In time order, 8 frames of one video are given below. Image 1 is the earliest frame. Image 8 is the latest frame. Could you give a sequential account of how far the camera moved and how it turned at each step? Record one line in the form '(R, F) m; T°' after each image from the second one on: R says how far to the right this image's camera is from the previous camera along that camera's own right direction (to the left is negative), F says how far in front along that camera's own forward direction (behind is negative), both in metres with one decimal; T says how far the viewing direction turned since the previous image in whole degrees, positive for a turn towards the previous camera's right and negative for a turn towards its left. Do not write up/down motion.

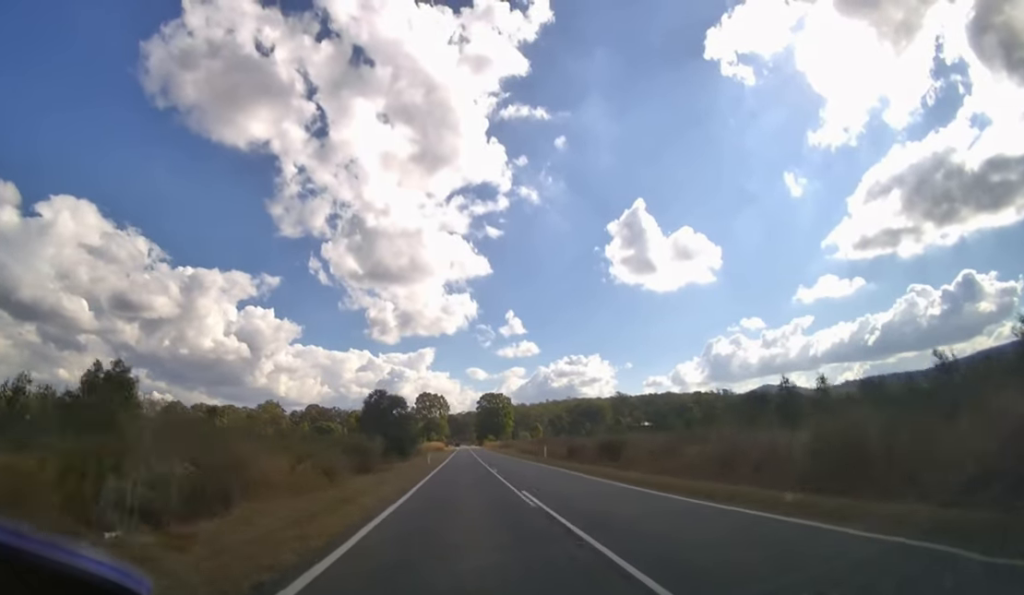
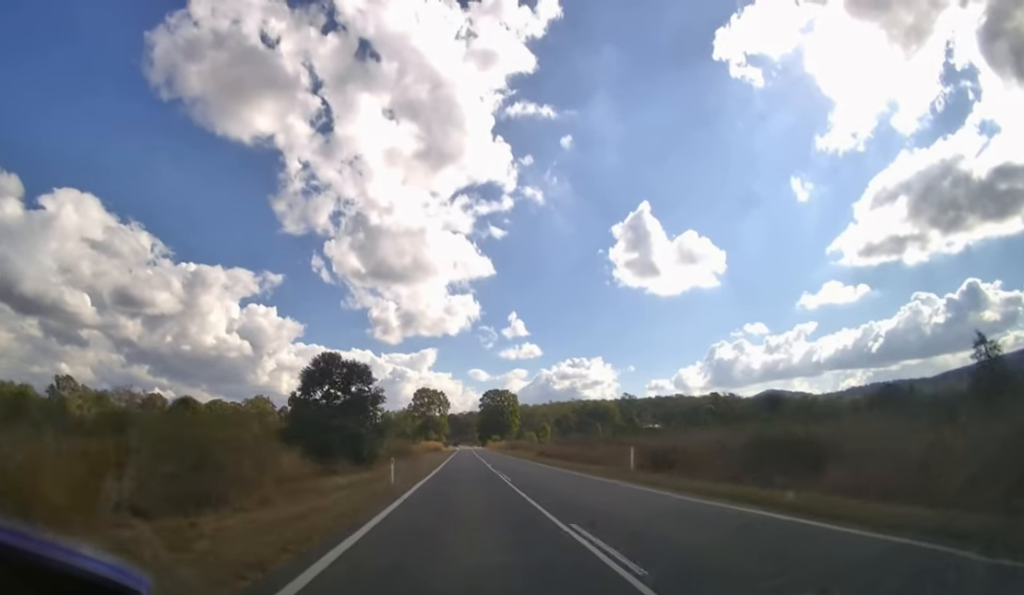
(0.0, +16.5) m; 0°
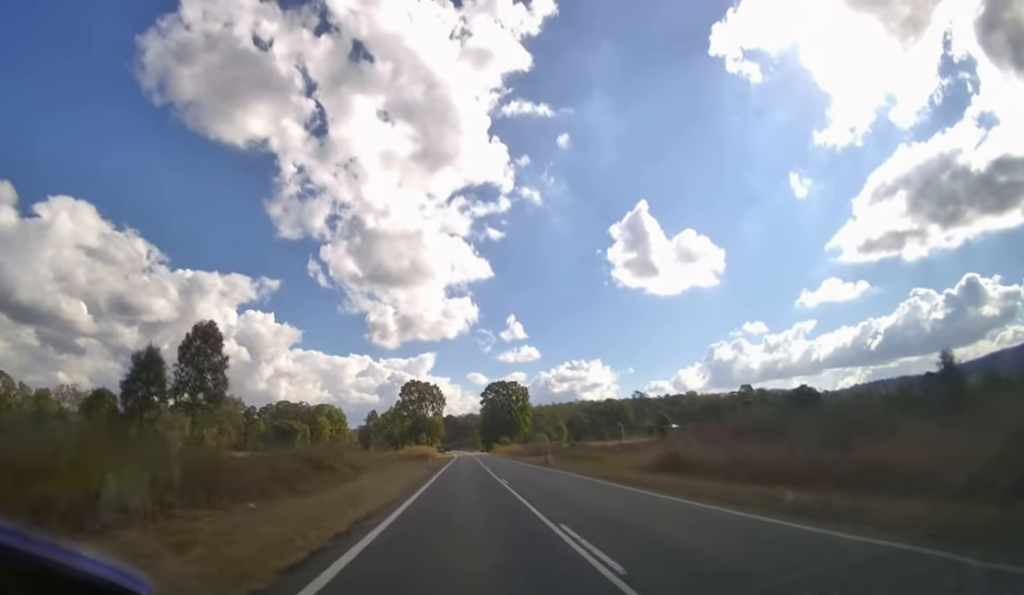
(0.0, +31.1) m; 0°
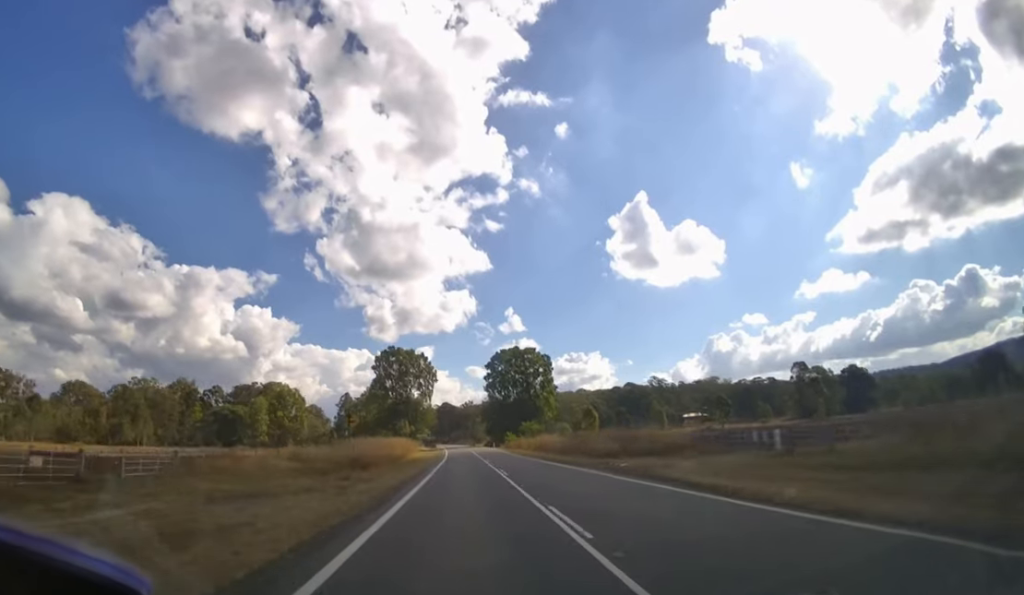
(0.0, +40.4) m; 0°
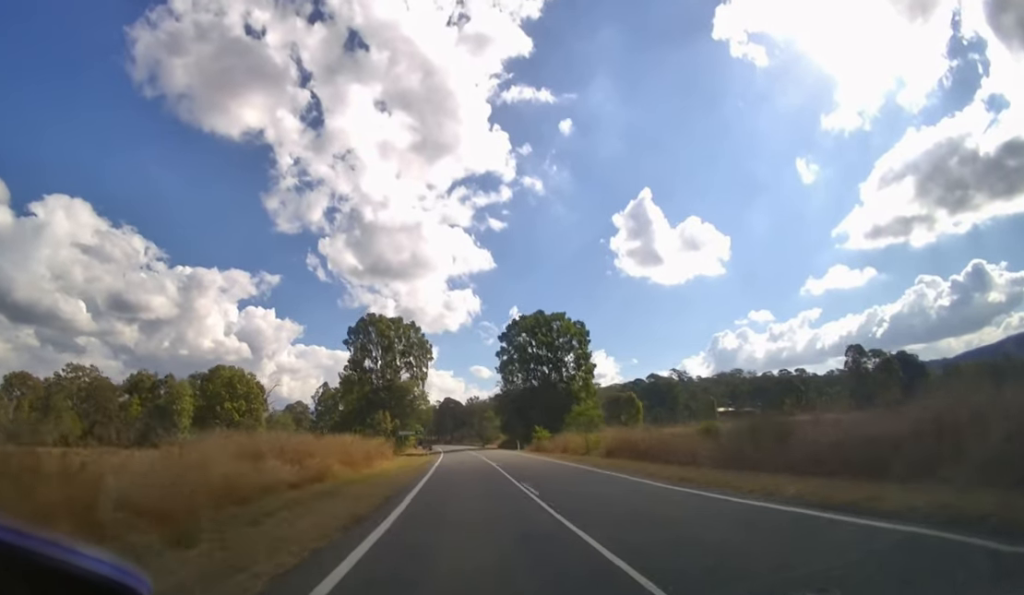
(0.0, +30.5) m; 0°
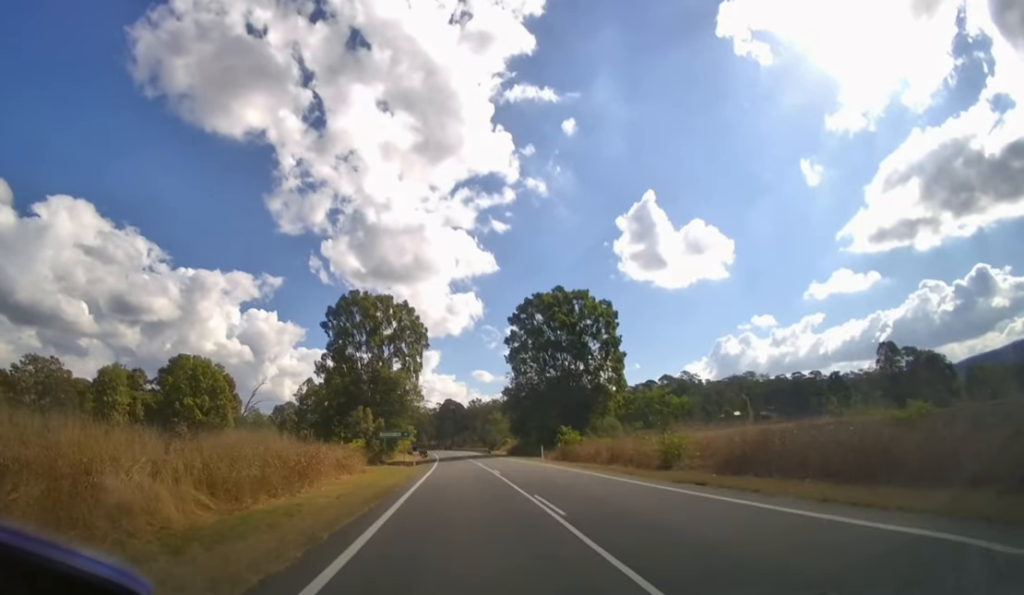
(-0.1, +15.0) m; 0°
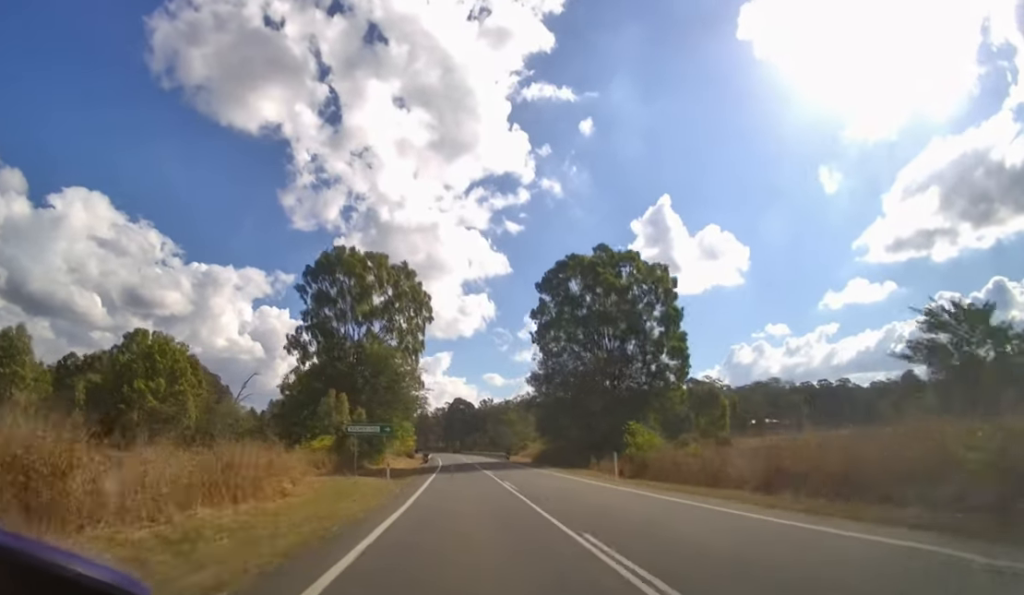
(0.0, +17.2) m; -1°
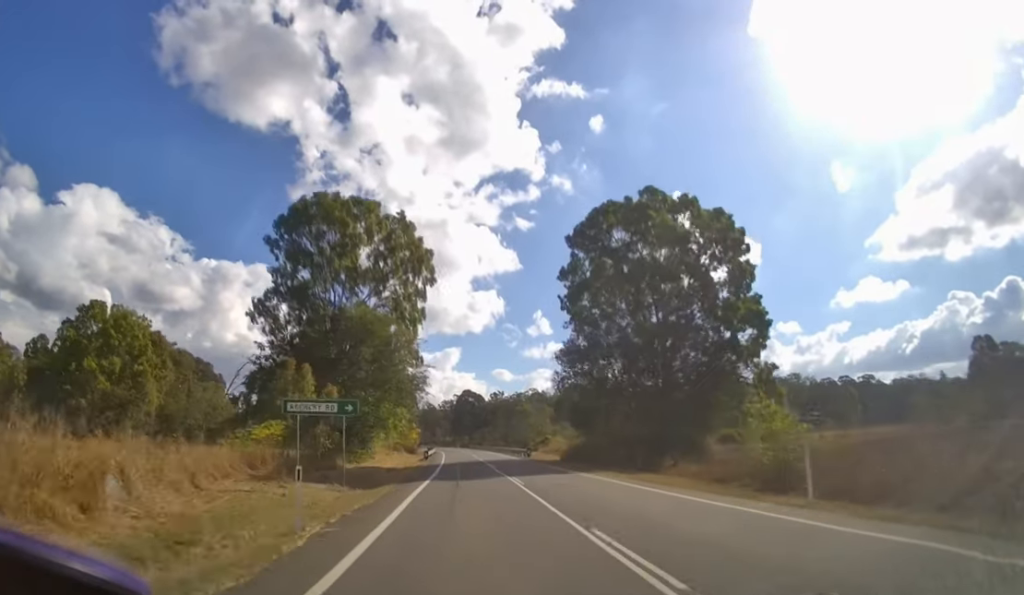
(-0.1, +14.1) m; -1°
